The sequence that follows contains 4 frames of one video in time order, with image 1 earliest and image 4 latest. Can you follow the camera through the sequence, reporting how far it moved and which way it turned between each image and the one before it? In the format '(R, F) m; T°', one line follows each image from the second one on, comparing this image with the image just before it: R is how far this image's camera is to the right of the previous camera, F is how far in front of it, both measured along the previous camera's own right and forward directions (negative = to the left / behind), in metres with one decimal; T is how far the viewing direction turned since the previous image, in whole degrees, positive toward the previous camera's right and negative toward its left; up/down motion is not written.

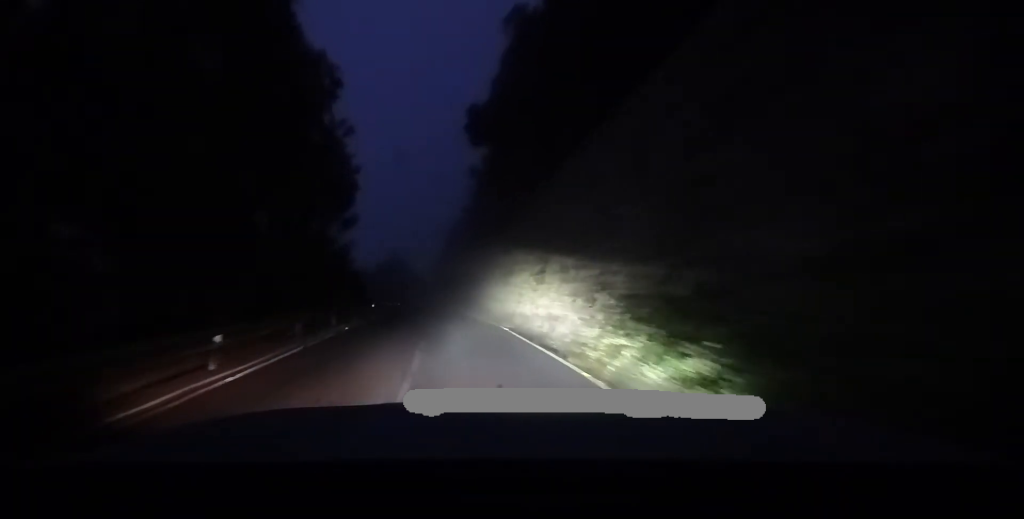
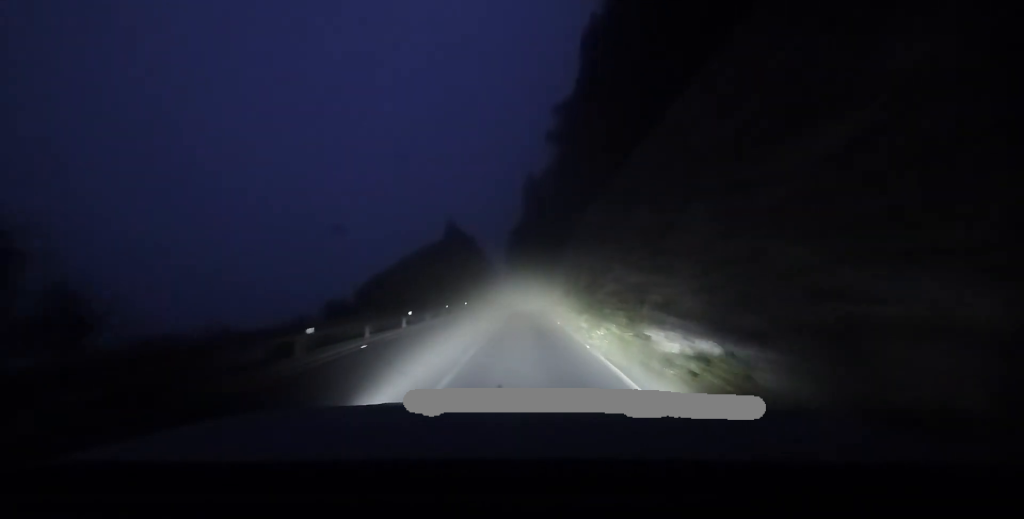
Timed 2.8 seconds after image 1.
(-9.5, +22.4) m; -27°
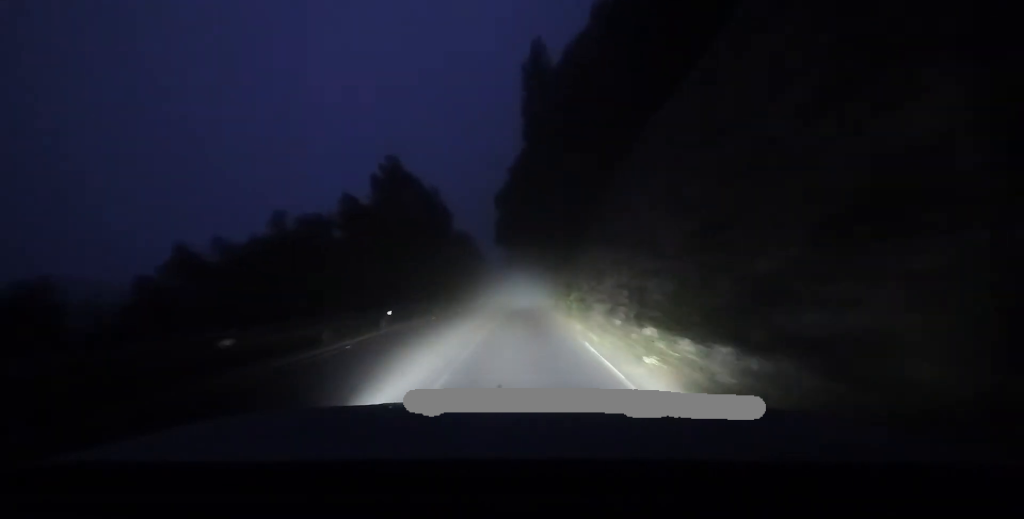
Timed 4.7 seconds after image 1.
(+0.8, +19.0) m; +5°
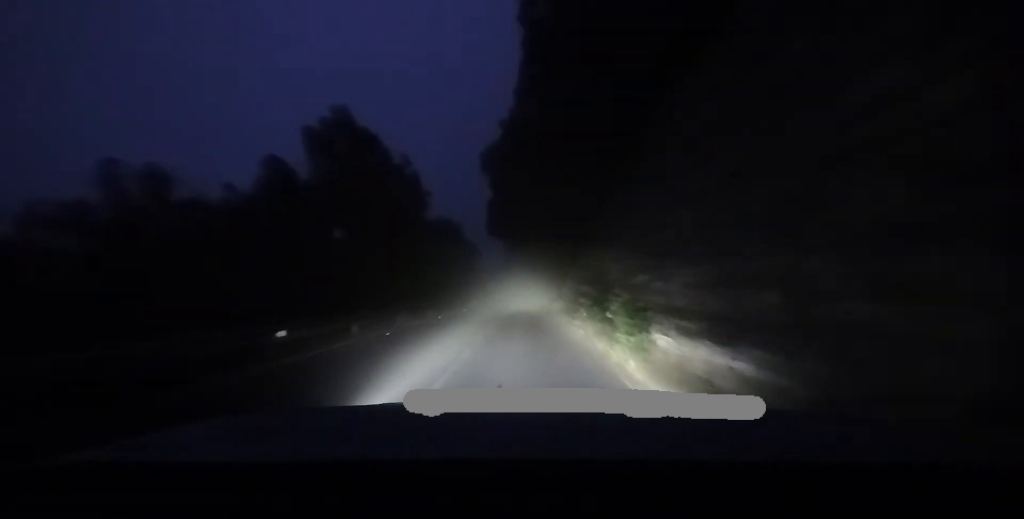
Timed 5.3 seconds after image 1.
(+0.4, +6.6) m; +2°
